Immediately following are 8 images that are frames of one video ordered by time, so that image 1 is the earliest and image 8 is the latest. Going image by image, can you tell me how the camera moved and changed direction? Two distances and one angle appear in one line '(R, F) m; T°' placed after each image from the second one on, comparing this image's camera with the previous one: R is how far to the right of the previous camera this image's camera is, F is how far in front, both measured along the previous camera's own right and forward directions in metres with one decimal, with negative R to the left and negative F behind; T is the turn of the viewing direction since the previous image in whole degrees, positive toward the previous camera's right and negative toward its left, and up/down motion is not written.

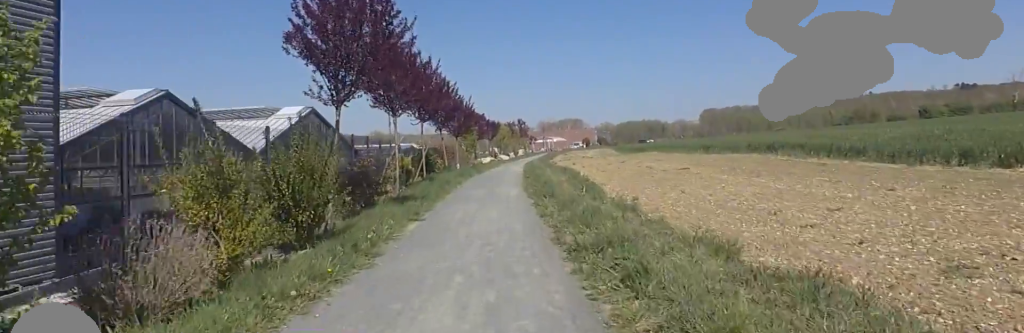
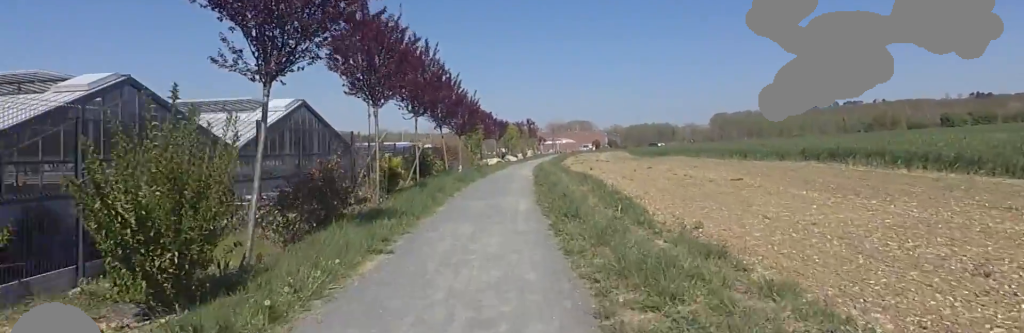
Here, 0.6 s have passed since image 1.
(+0.2, +3.3) m; 0°
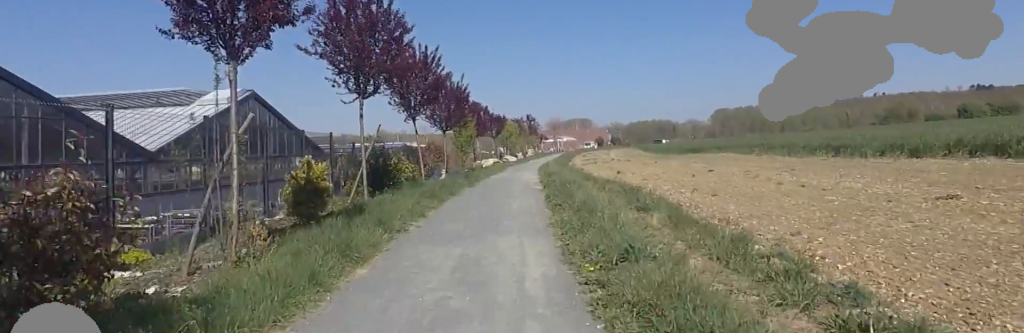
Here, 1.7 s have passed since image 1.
(0.0, +6.6) m; 0°
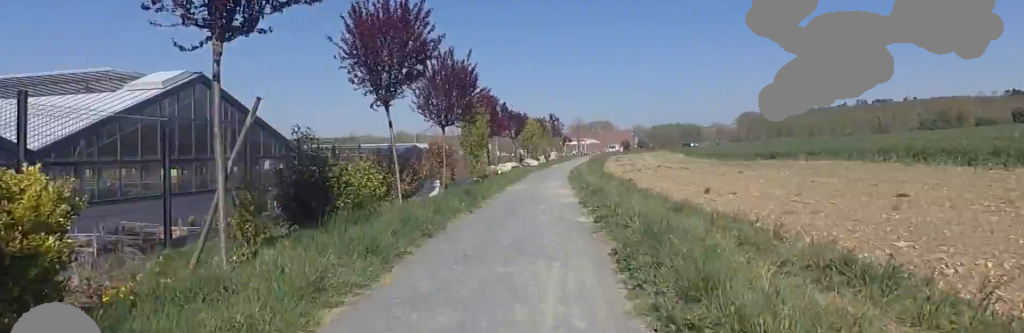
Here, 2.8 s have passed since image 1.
(+0.1, +6.6) m; 0°
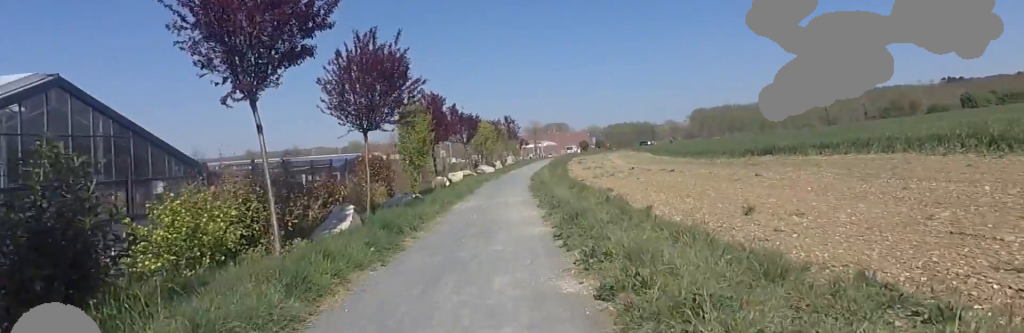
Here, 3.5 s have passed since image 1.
(-0.1, +4.2) m; -2°
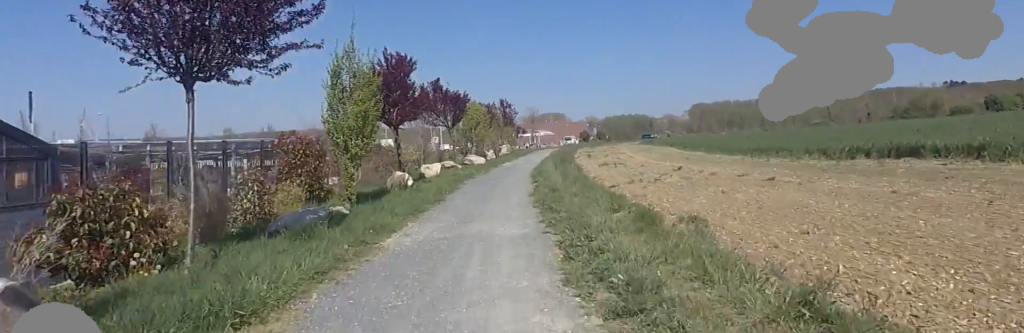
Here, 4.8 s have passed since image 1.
(-0.3, +7.6) m; +1°
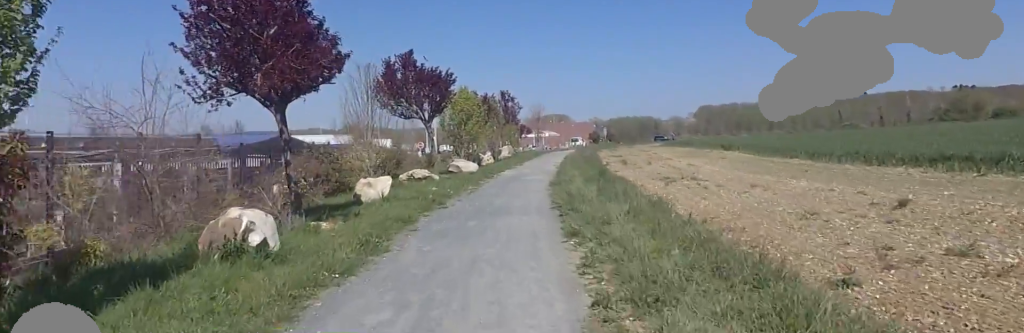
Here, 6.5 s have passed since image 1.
(+0.7, +10.1) m; +6°
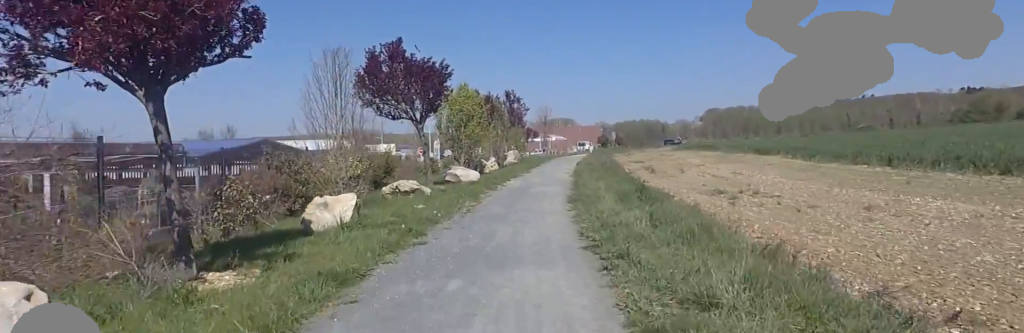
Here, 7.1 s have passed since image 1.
(0.0, +3.8) m; 0°
